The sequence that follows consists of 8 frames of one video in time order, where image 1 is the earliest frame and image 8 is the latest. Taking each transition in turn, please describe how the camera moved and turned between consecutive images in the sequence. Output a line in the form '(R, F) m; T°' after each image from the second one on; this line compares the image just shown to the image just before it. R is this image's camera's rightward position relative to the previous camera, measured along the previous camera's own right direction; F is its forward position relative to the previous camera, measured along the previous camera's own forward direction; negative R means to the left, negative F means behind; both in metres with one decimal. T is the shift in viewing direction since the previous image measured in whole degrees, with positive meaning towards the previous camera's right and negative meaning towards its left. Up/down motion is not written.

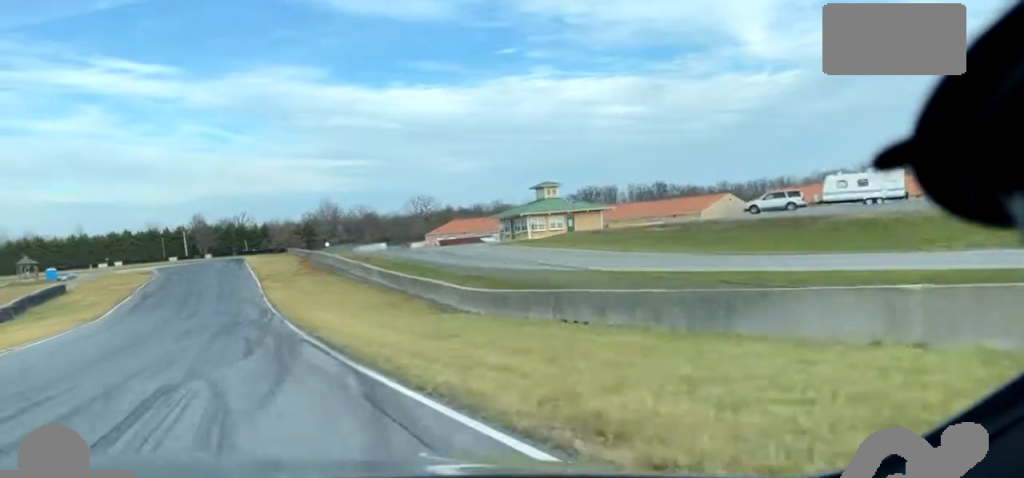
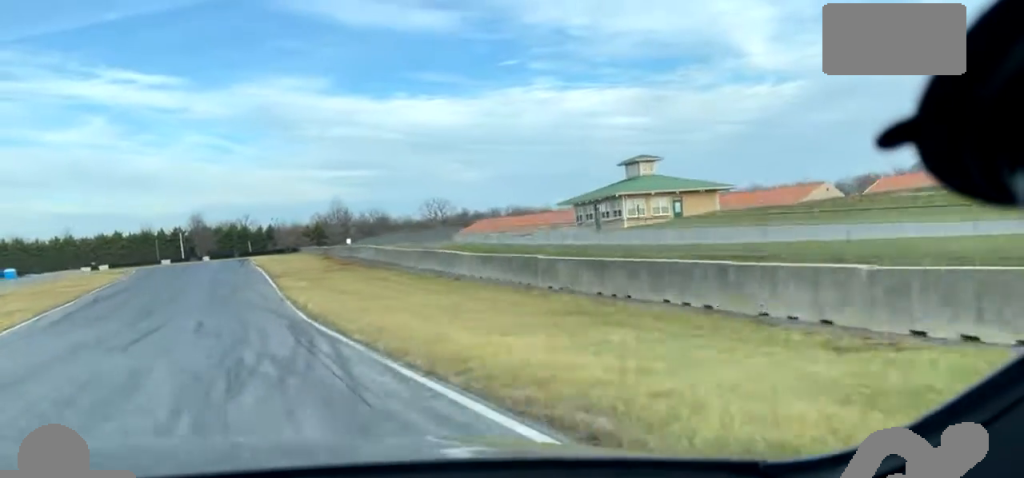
(-0.1, +25.0) m; -1°
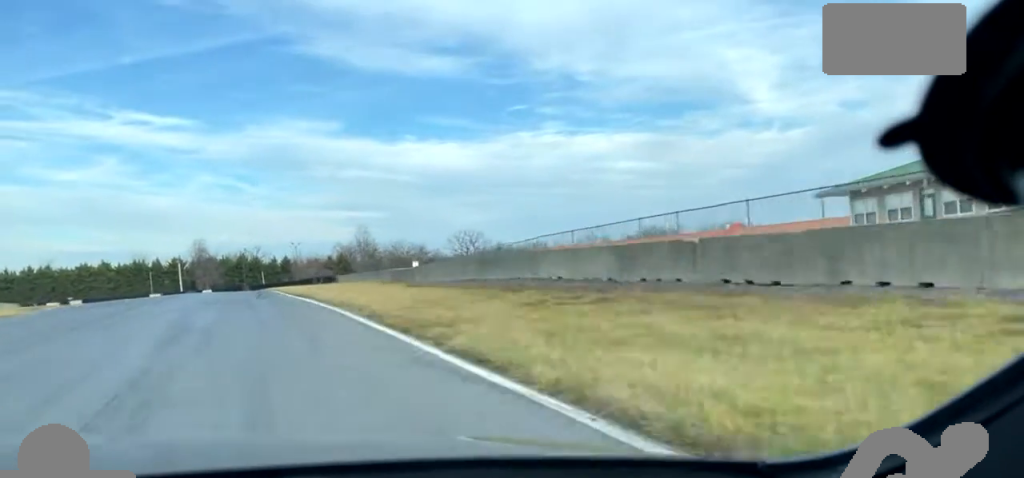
(-0.6, +37.3) m; -2°
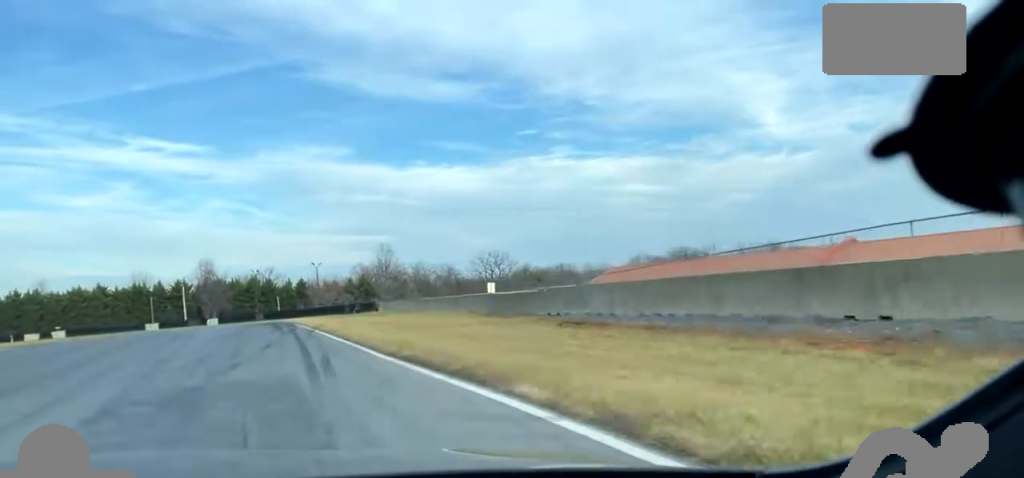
(-0.5, +20.9) m; 0°
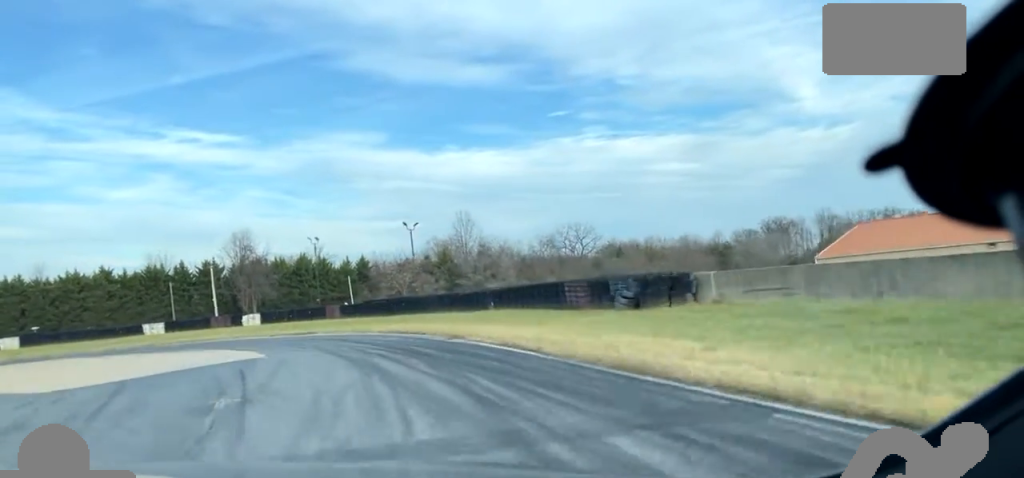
(+0.4, +46.2) m; -2°
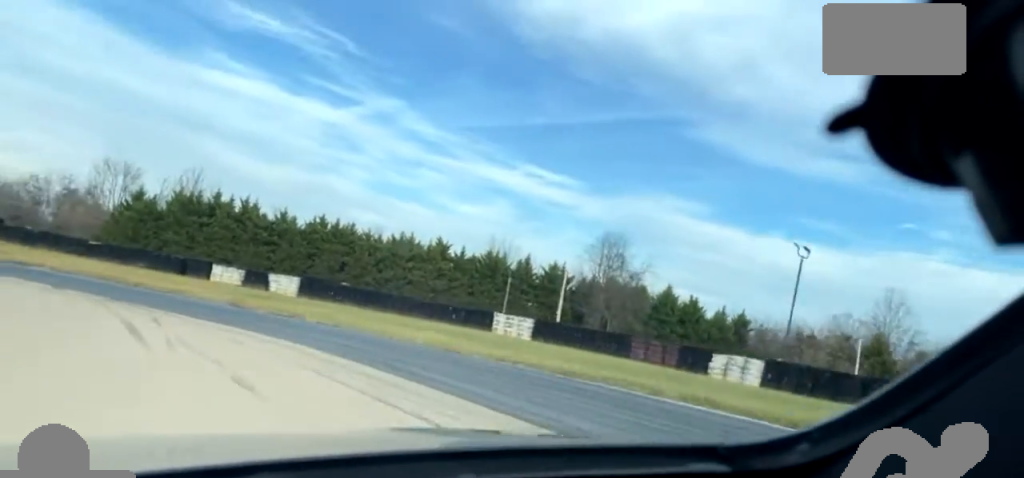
(-5.1, +38.2) m; -25°
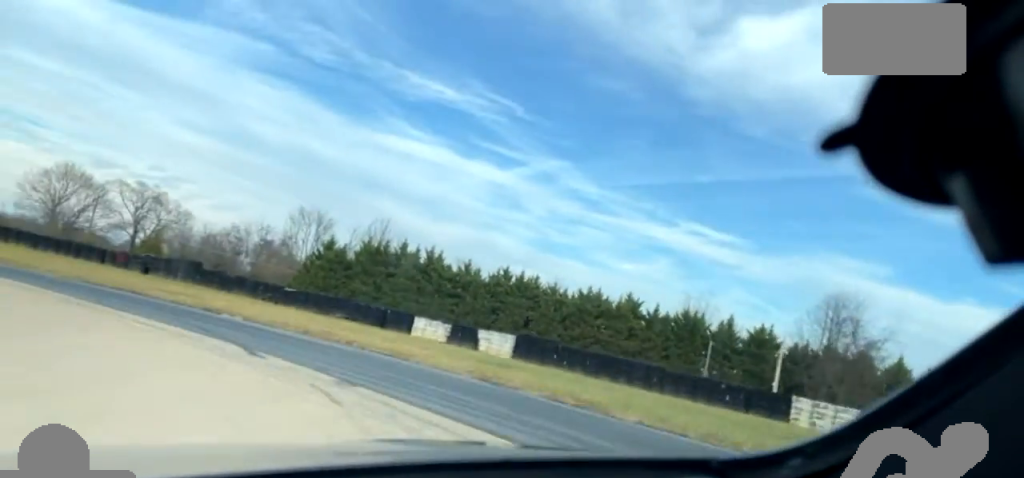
(0.0, +8.7) m; -12°
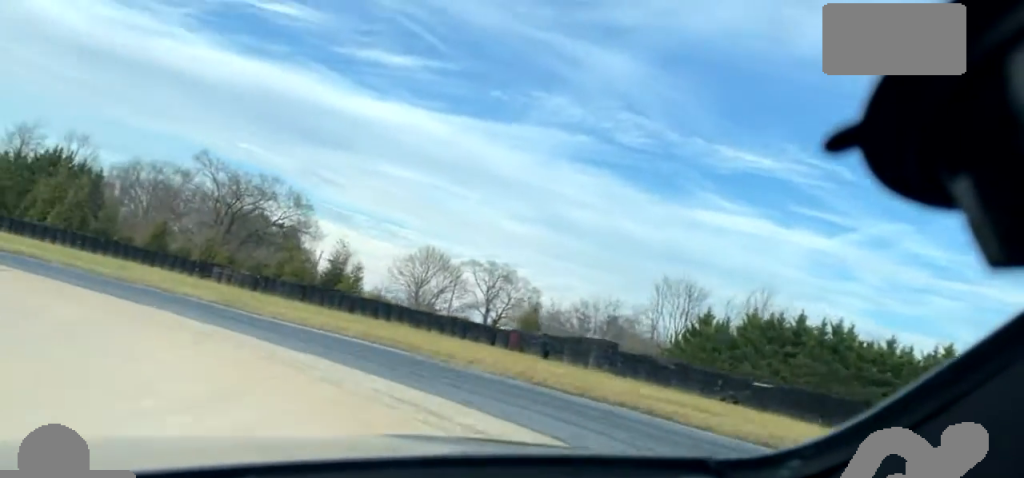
(-3.8, +15.4) m; -26°
